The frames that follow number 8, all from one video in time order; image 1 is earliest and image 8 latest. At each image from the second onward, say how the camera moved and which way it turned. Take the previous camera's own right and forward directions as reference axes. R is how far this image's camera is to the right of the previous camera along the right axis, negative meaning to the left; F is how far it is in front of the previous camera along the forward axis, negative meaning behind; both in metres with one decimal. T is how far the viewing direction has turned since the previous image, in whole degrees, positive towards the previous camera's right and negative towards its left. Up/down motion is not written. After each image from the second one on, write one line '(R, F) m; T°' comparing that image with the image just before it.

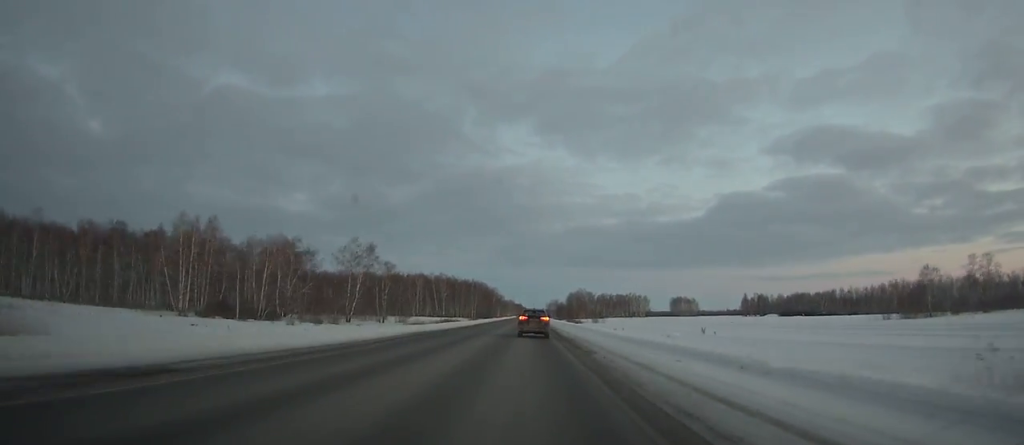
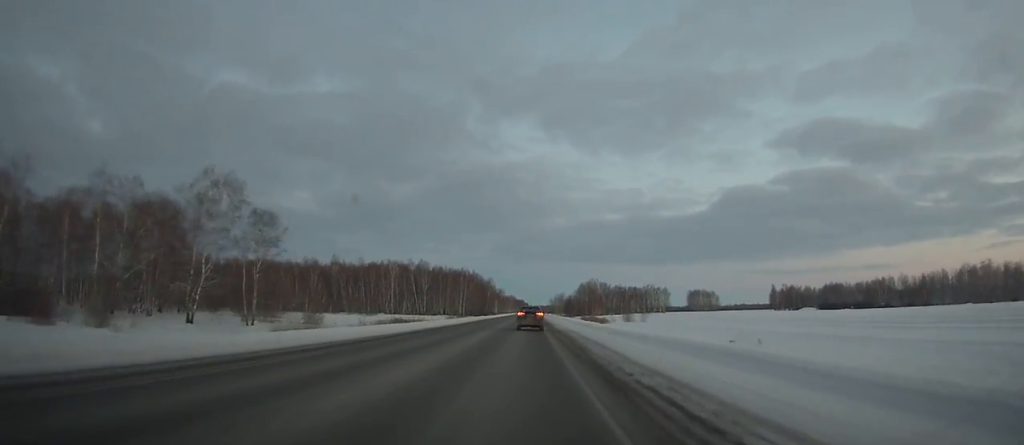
(+0.4, +49.1) m; 0°
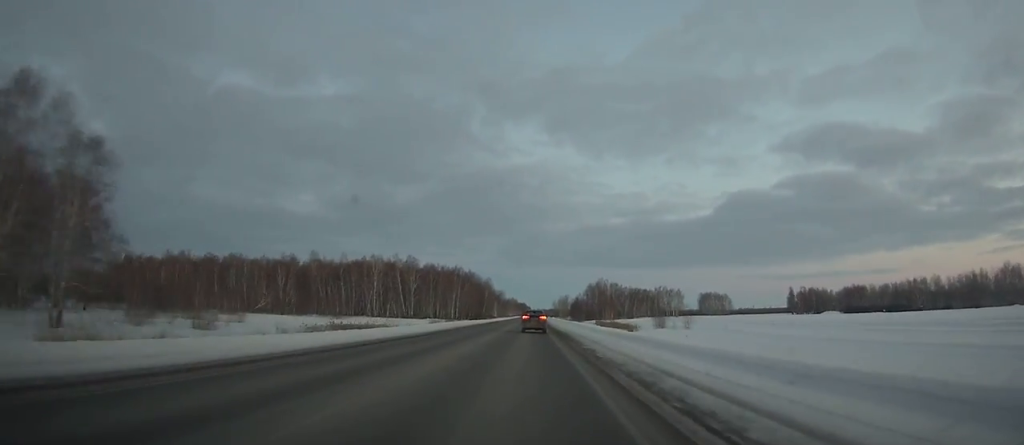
(+0.1, +24.5) m; 0°
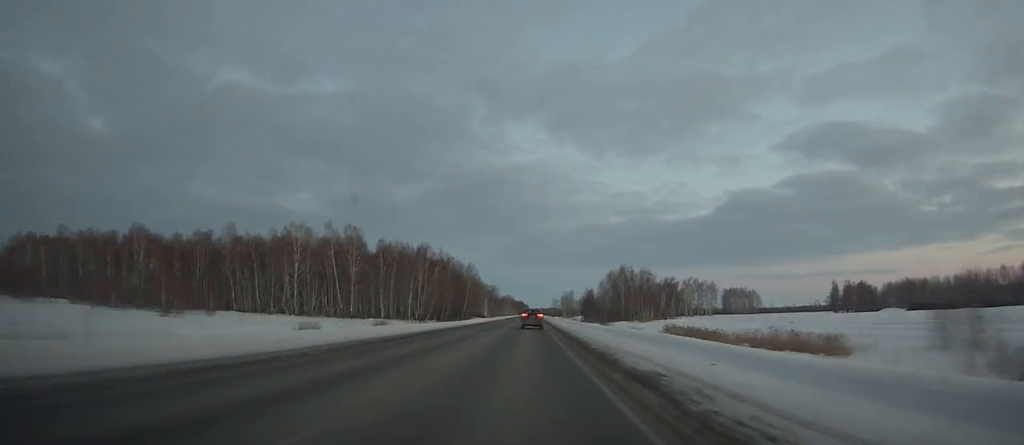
(-0.1, +60.7) m; 0°
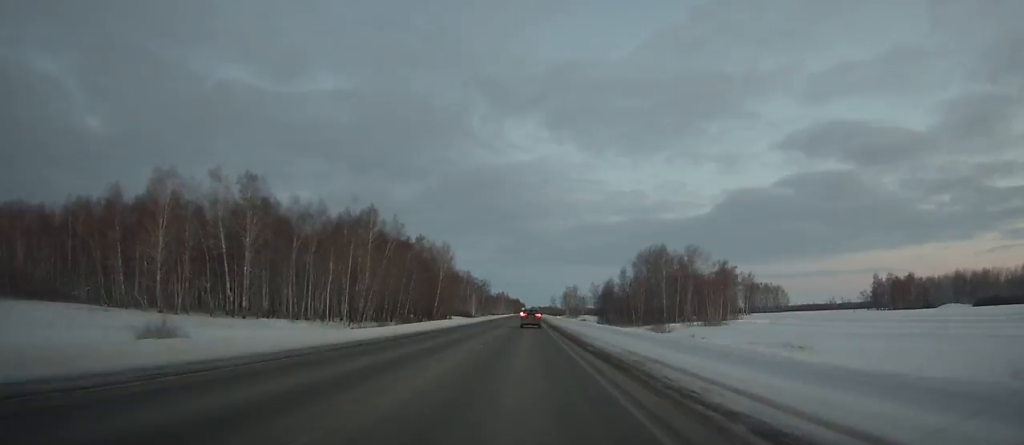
(0.0, +48.2) m; 0°
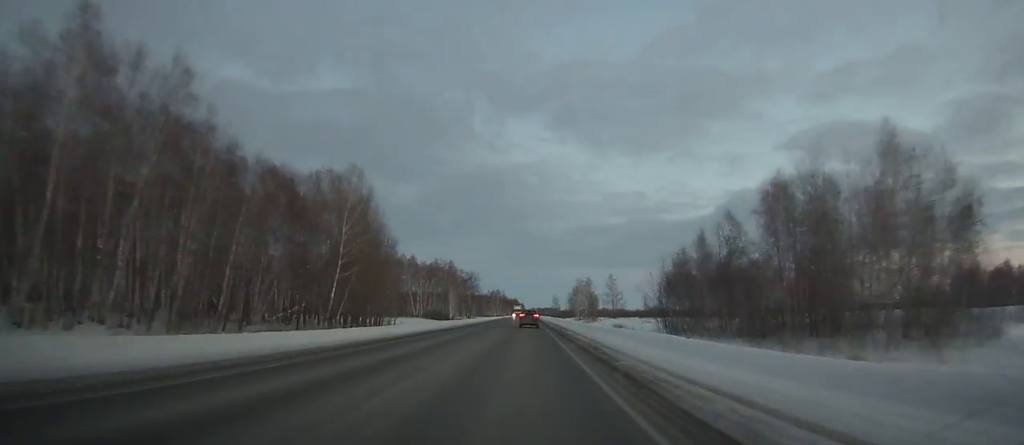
(0.0, +66.1) m; 0°
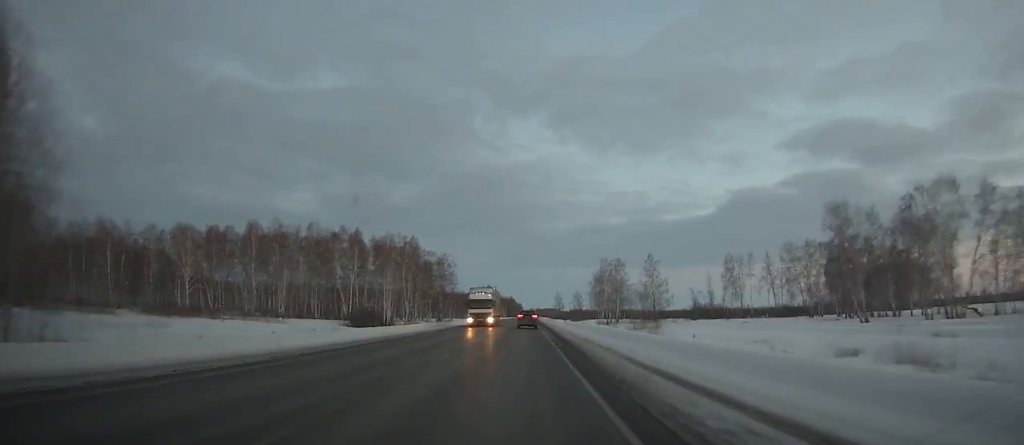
(+0.1, +75.8) m; 0°
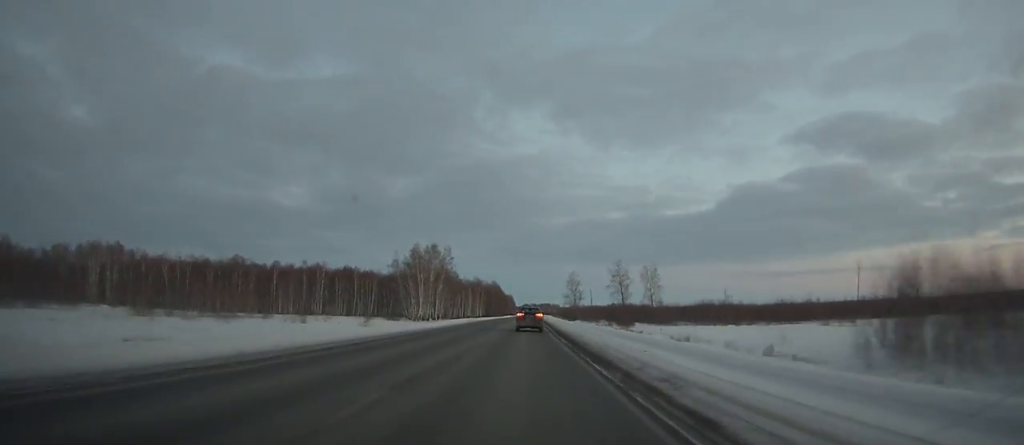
(+0.3, +184.2) m; 0°
